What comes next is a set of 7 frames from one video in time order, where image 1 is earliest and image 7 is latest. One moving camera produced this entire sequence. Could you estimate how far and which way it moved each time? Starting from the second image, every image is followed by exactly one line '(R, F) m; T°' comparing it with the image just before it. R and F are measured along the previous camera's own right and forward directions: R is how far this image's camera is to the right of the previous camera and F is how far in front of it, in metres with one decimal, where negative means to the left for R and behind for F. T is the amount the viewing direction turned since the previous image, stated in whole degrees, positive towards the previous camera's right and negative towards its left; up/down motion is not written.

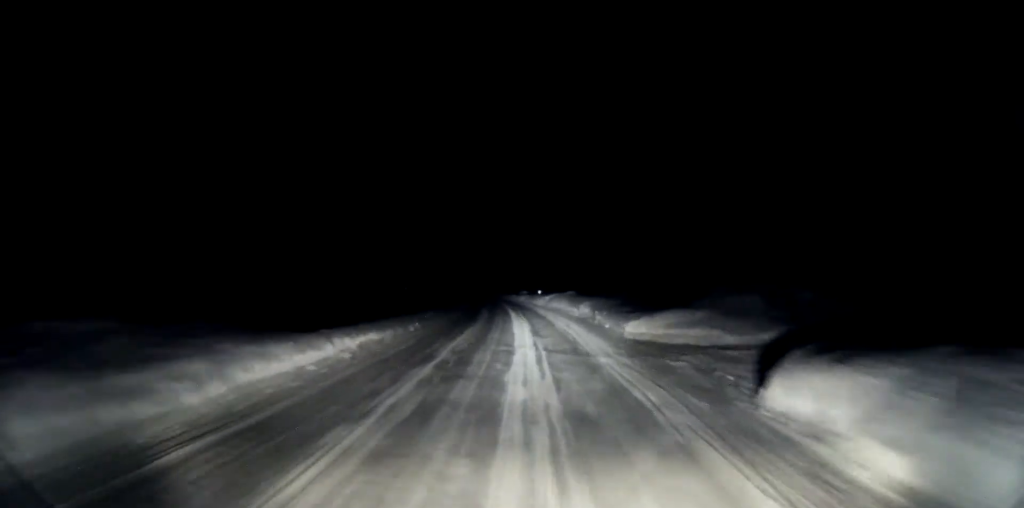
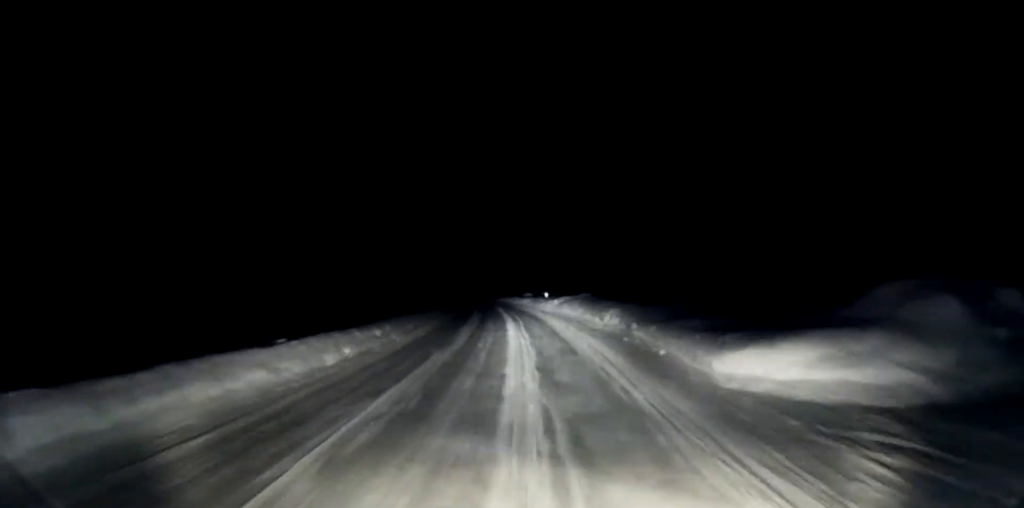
(0.0, +8.8) m; -1°
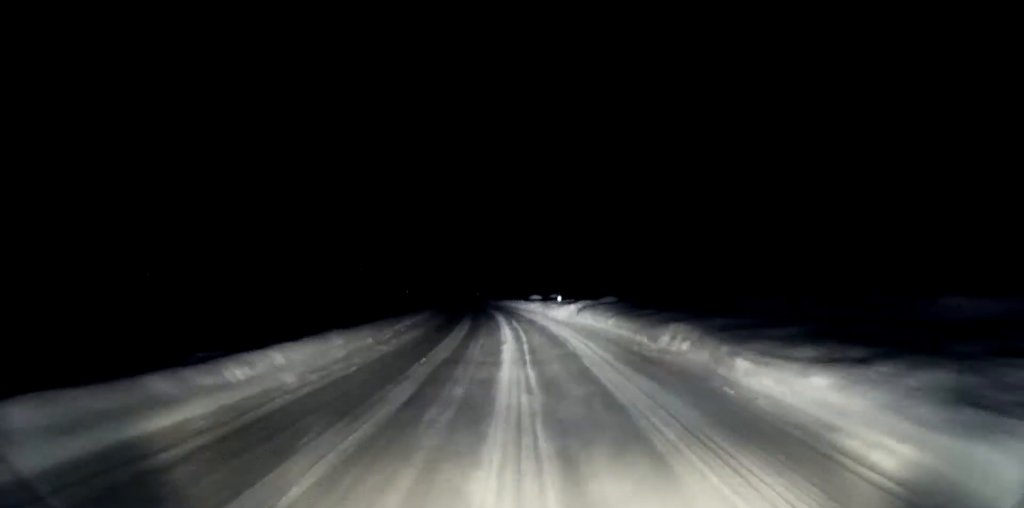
(-0.1, +8.8) m; -1°
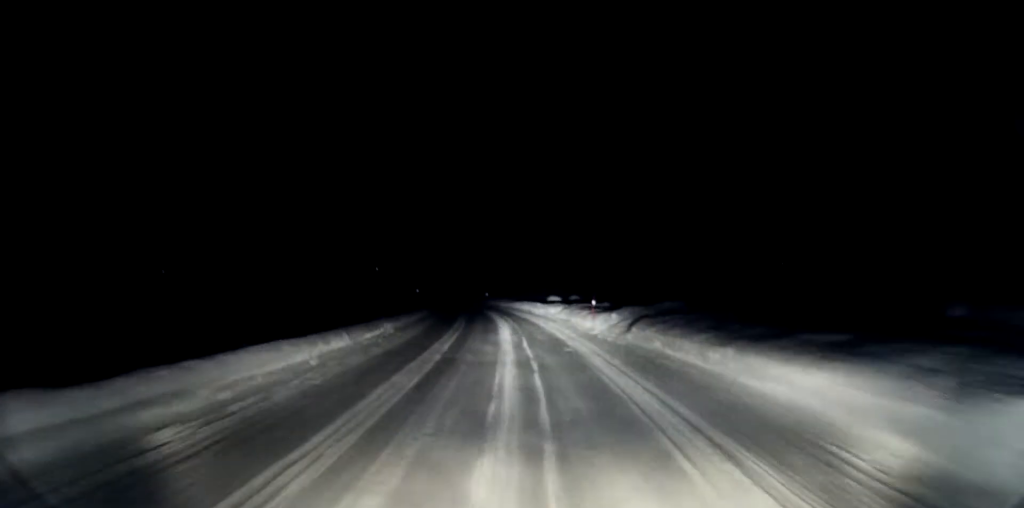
(-0.2, +10.5) m; -1°
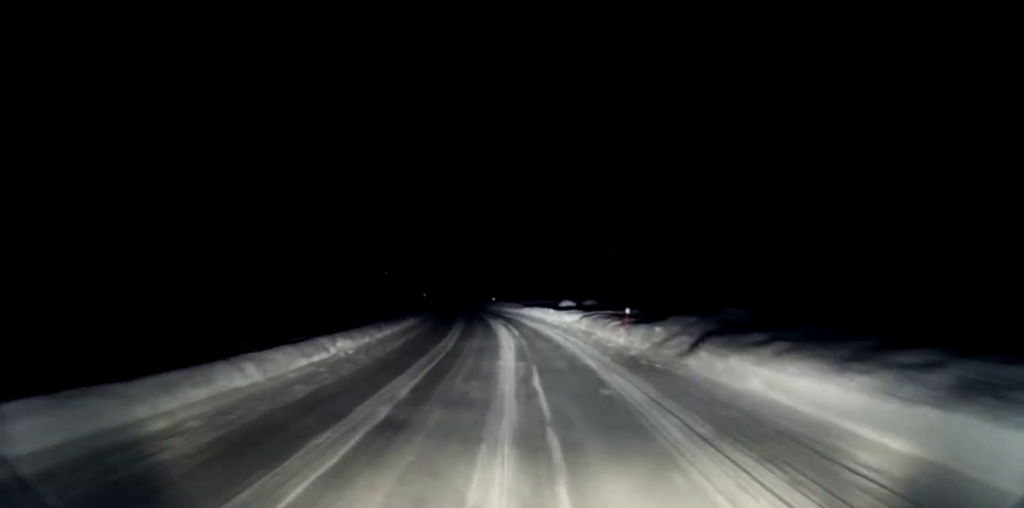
(0.0, +5.7) m; 0°
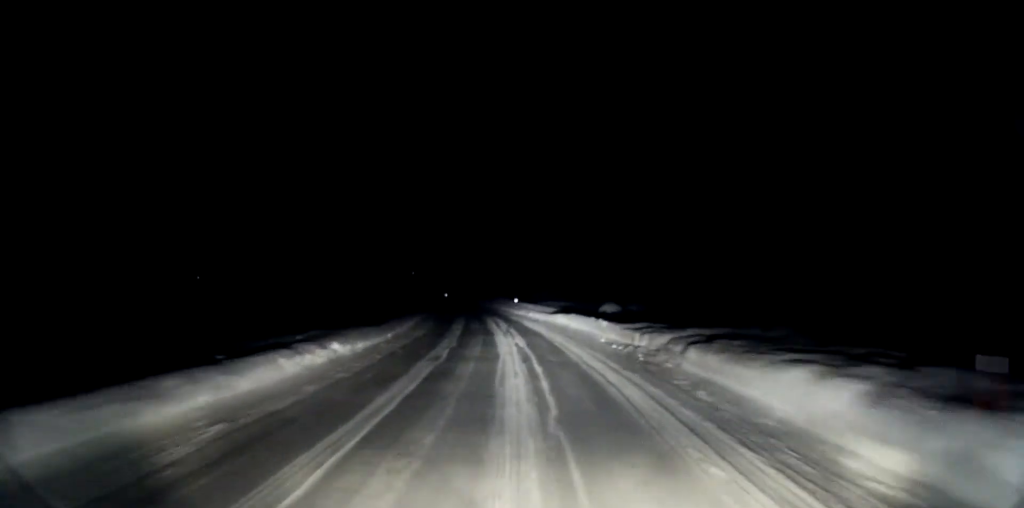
(-0.1, +13.0) m; -2°
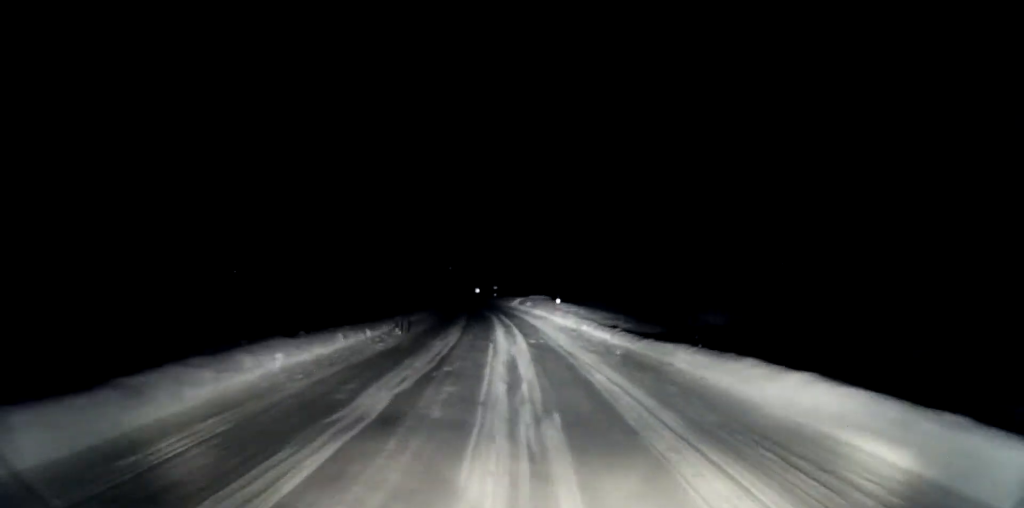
(-0.7, +18.6) m; -3°
